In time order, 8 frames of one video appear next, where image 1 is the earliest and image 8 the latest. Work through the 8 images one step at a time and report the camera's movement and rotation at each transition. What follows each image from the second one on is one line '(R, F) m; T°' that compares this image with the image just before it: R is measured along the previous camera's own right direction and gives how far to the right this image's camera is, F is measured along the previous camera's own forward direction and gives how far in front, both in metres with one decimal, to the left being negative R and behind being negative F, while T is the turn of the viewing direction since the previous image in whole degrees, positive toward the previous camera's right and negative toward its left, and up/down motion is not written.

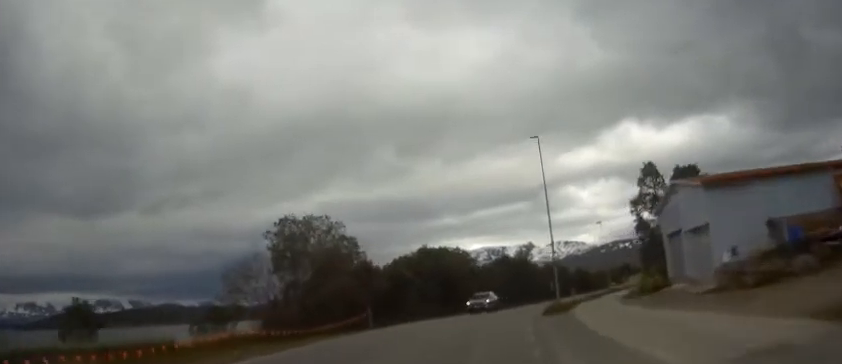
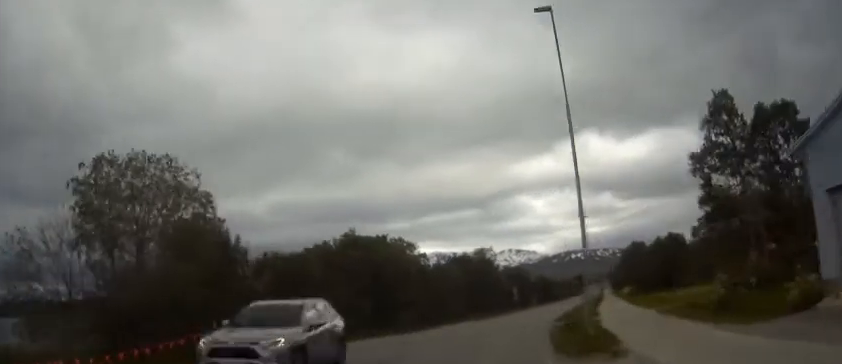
(+0.8, +18.0) m; +4°
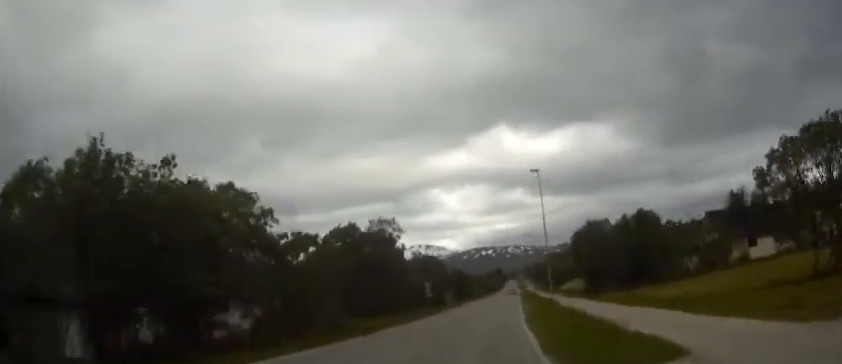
(+1.2, +24.3) m; +7°
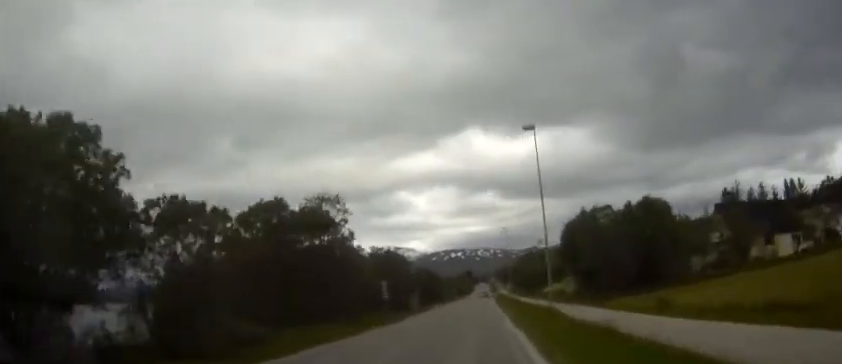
(+0.5, +12.7) m; +4°
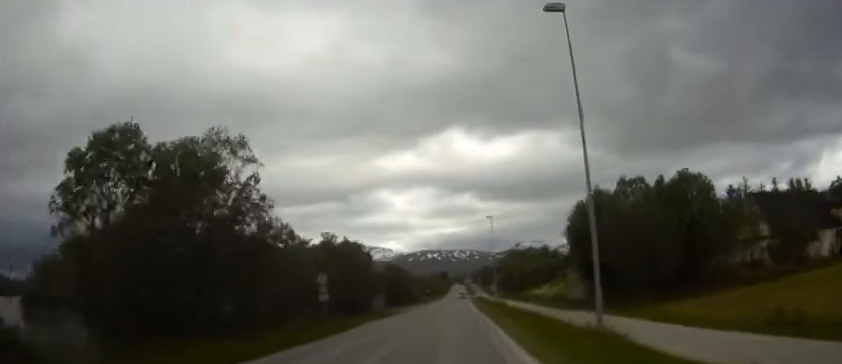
(+0.4, +14.6) m; +2°
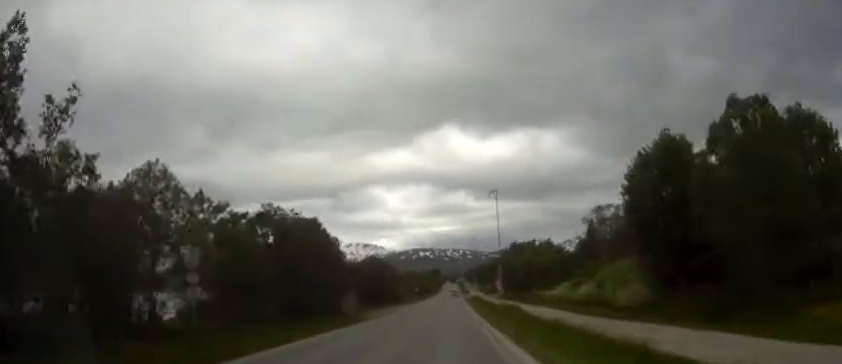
(+0.3, +16.6) m; +1°
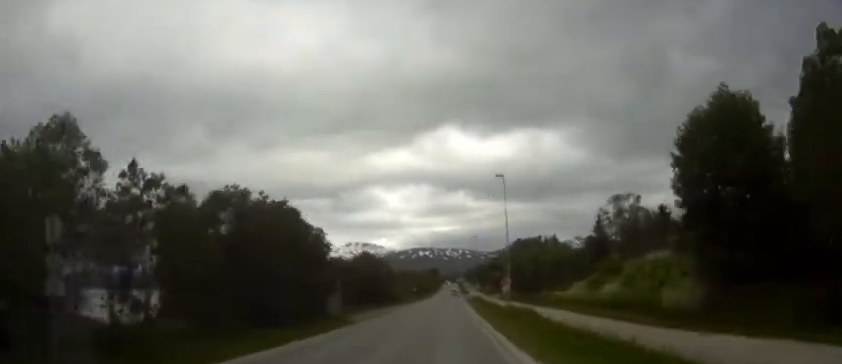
(+0.1, +7.0) m; 0°
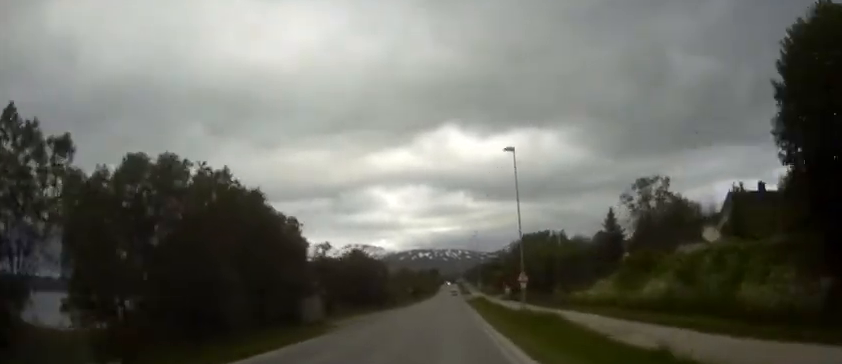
(0.0, +8.4) m; 0°
